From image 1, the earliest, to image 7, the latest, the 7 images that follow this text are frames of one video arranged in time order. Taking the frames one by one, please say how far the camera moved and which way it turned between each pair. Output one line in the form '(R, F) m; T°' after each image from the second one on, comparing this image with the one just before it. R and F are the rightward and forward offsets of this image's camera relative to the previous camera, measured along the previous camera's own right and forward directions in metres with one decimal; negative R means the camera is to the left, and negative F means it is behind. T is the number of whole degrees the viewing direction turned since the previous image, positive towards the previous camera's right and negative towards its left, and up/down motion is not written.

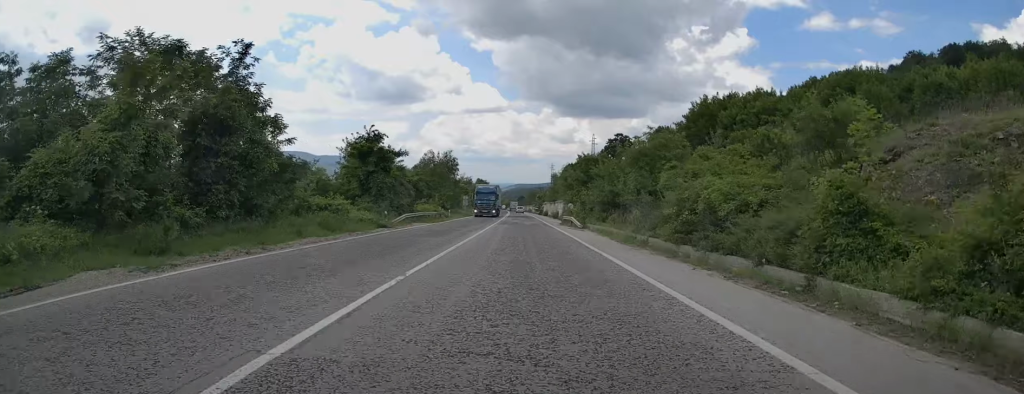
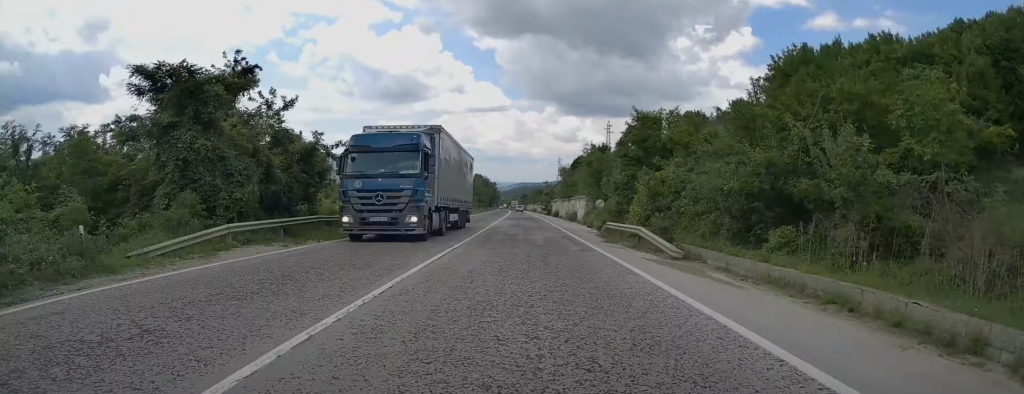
(-0.6, +26.0) m; -1°
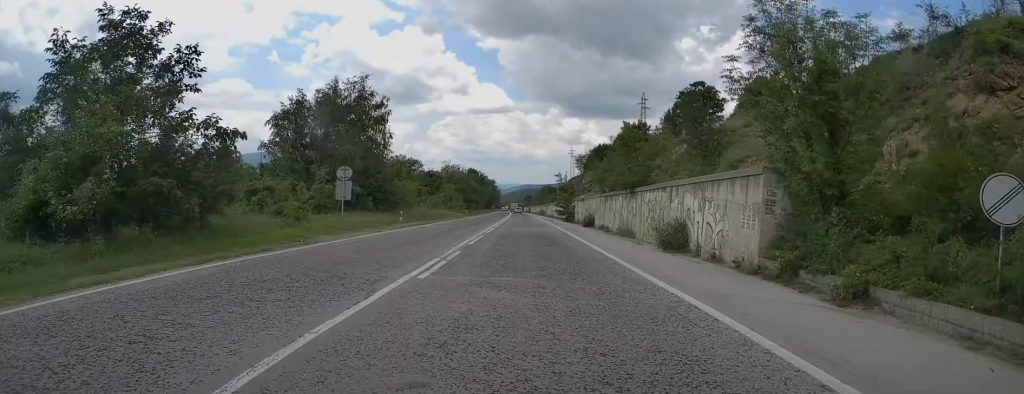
(0.0, +42.0) m; 0°
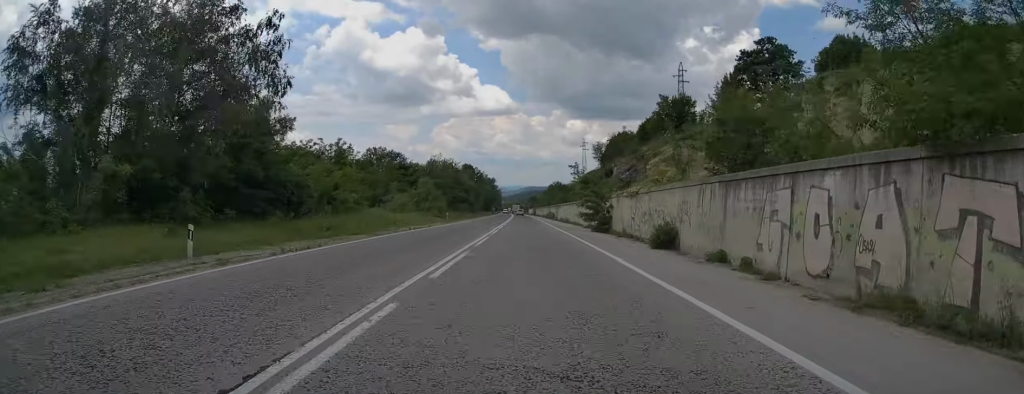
(0.0, +26.4) m; 0°
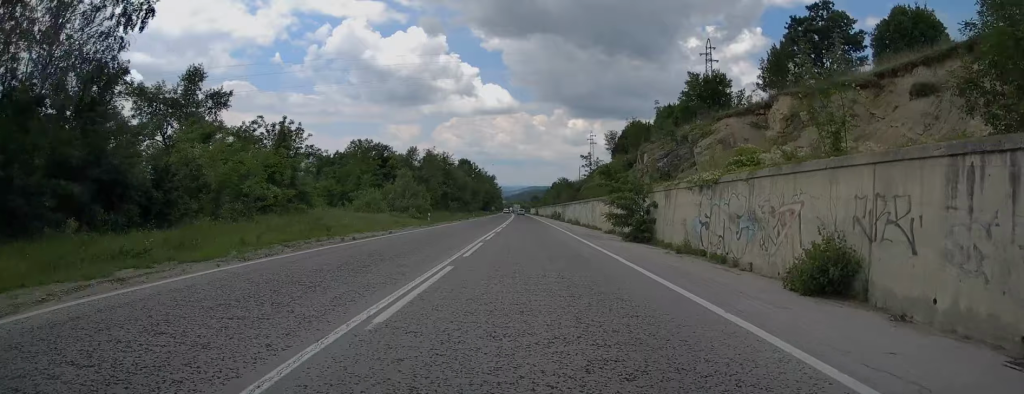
(0.0, +13.3) m; 0°
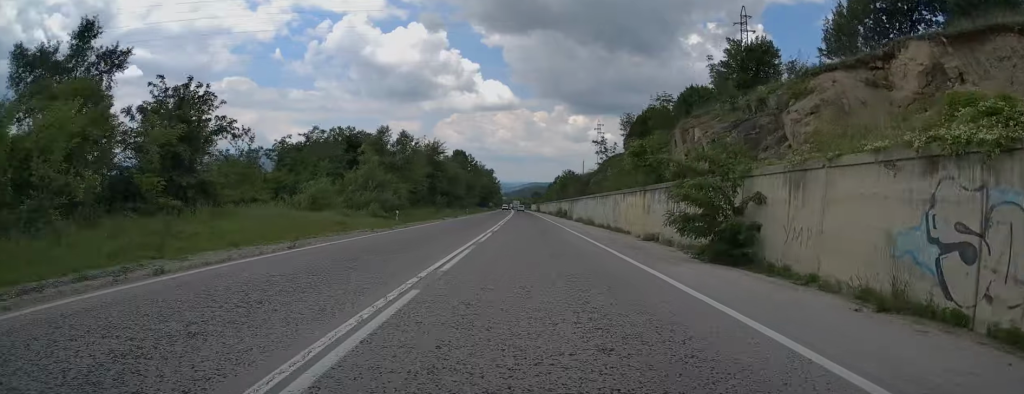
(+0.1, +12.7) m; -1°
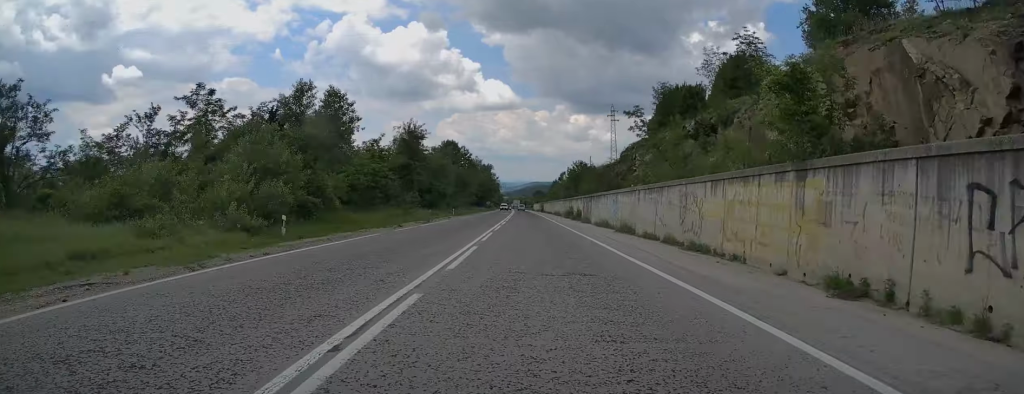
(-0.3, +18.1) m; 0°
